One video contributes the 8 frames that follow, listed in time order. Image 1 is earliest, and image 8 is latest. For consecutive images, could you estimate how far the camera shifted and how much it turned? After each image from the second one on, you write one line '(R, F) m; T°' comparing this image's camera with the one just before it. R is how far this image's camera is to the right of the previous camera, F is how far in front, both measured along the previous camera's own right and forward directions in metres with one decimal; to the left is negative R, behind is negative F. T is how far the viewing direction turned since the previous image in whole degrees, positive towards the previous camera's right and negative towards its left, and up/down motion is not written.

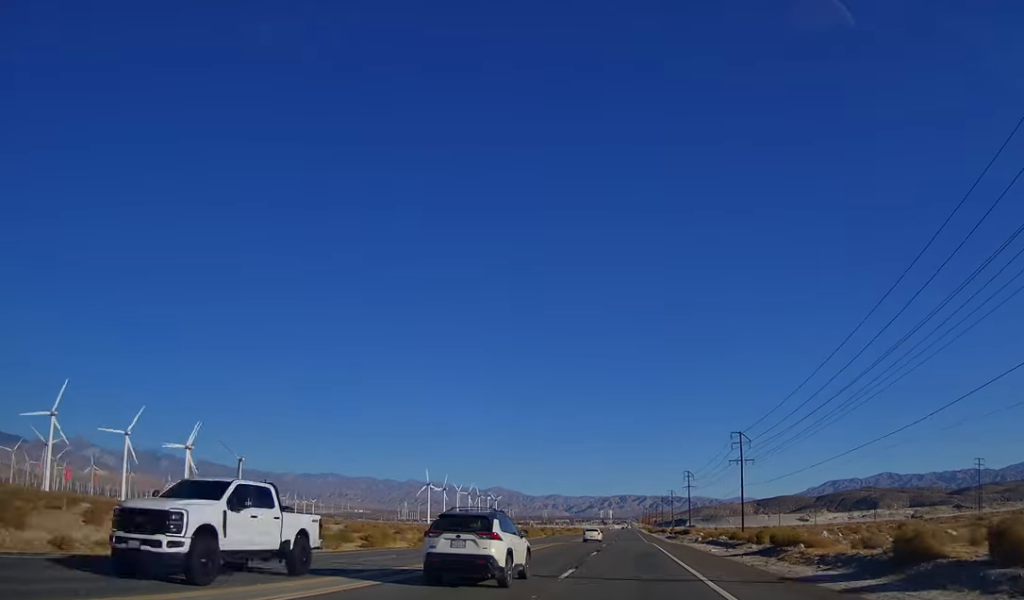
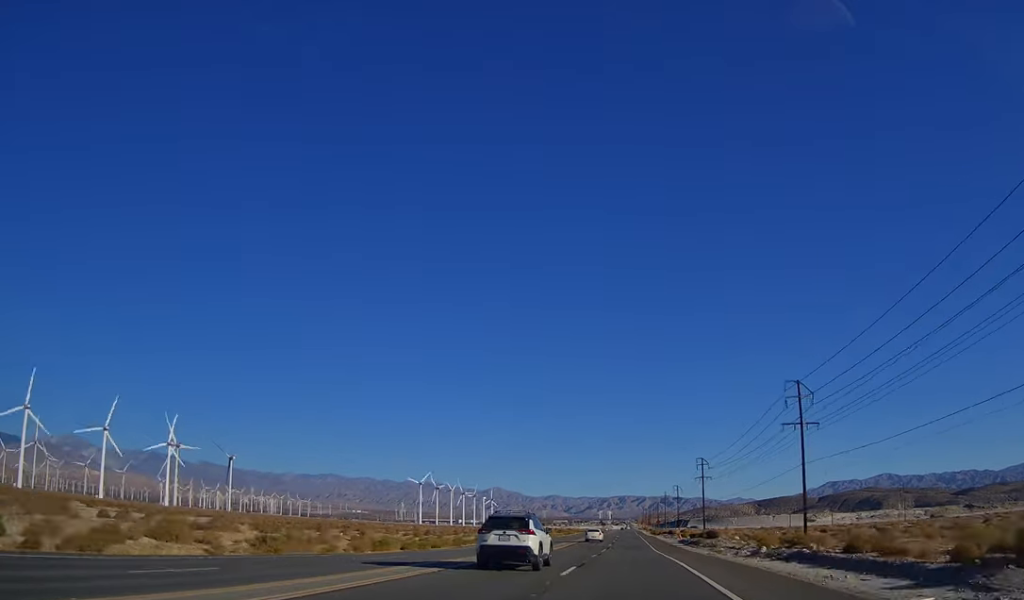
(0.0, +29.0) m; 0°
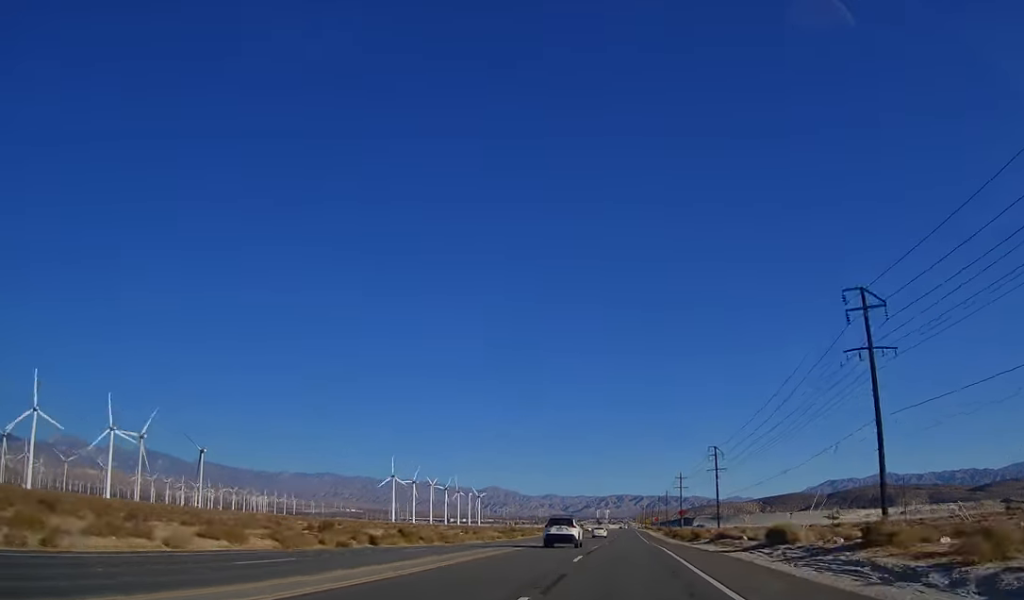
(0.0, +83.5) m; 0°
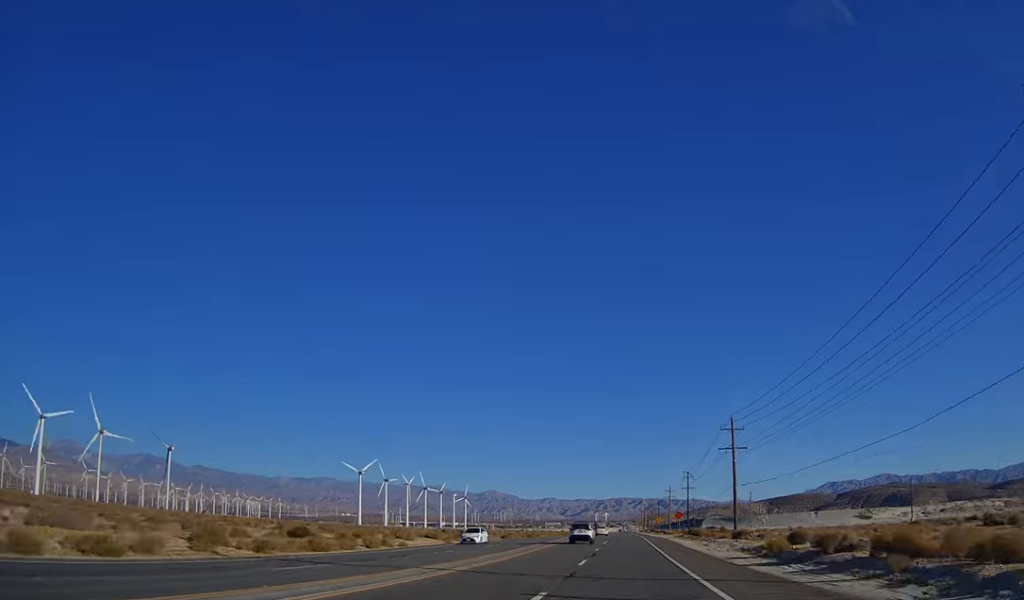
(0.0, +85.6) m; 0°
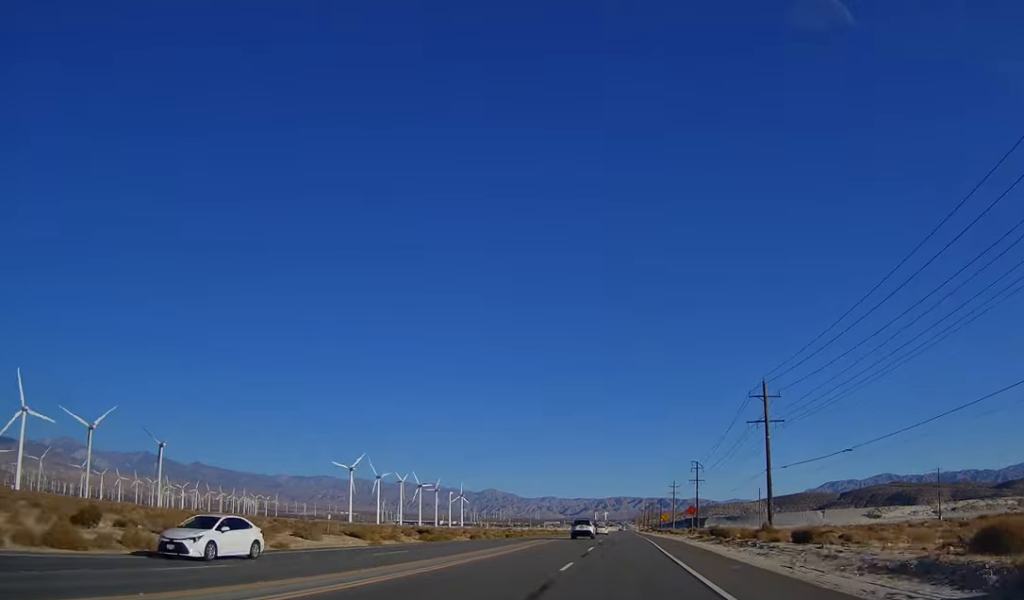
(0.0, +20.5) m; 0°
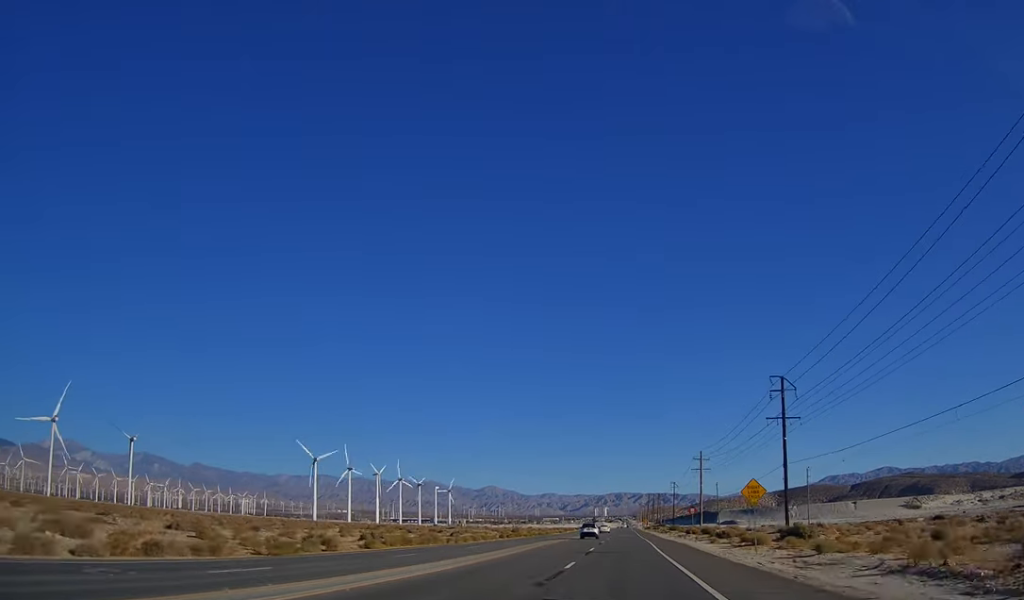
(+0.4, +71.5) m; +1°
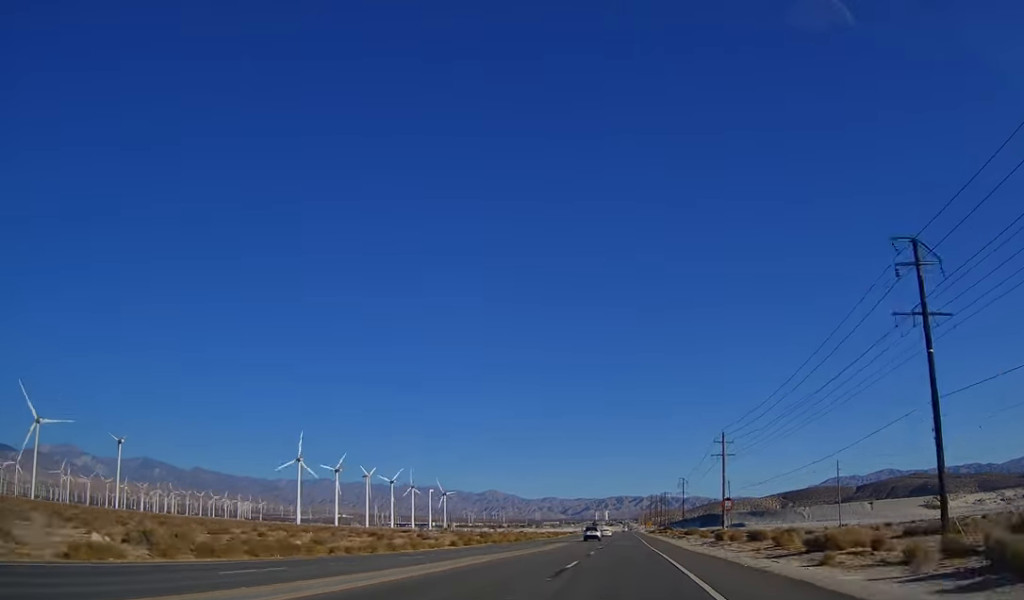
(+0.5, +28.8) m; 0°
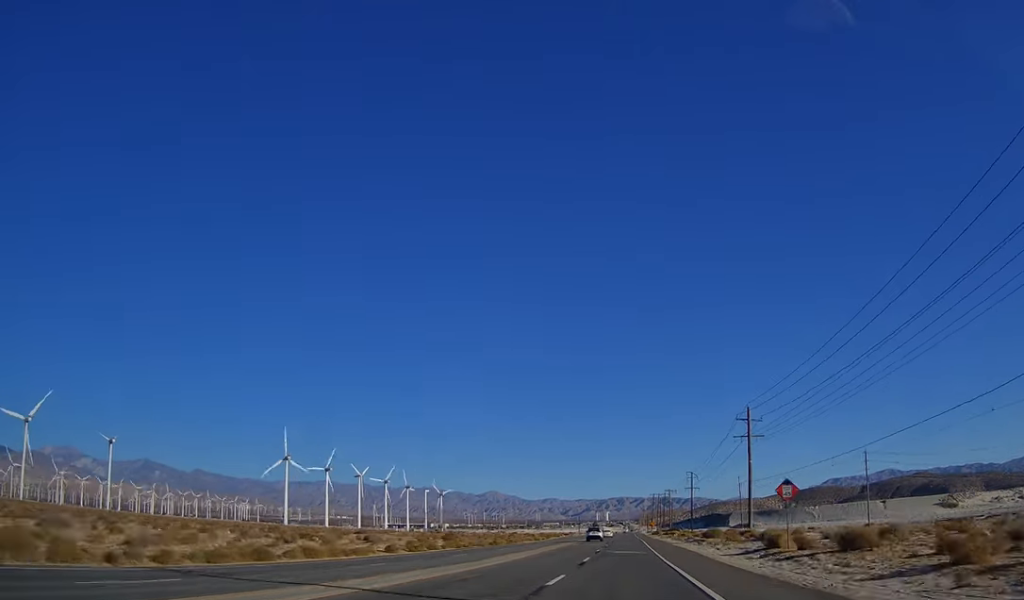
(+0.1, +20.2) m; 0°
